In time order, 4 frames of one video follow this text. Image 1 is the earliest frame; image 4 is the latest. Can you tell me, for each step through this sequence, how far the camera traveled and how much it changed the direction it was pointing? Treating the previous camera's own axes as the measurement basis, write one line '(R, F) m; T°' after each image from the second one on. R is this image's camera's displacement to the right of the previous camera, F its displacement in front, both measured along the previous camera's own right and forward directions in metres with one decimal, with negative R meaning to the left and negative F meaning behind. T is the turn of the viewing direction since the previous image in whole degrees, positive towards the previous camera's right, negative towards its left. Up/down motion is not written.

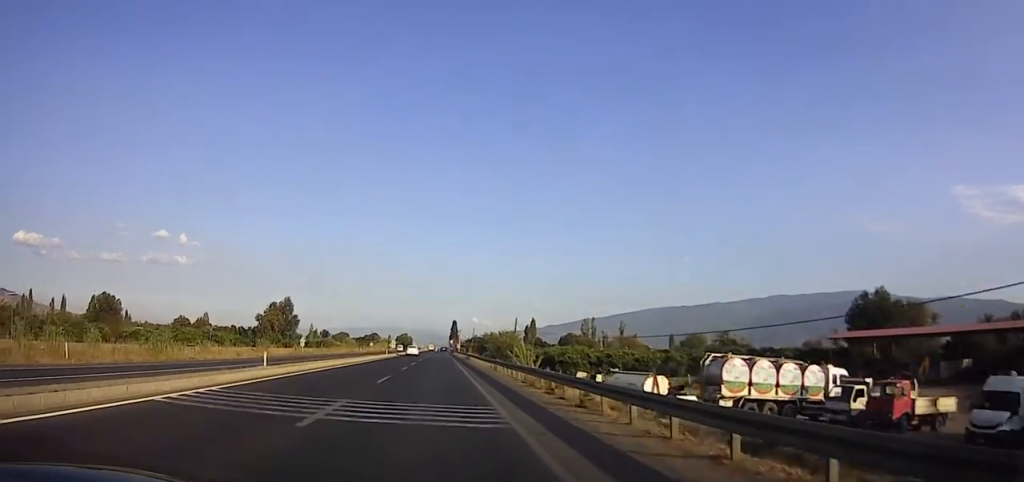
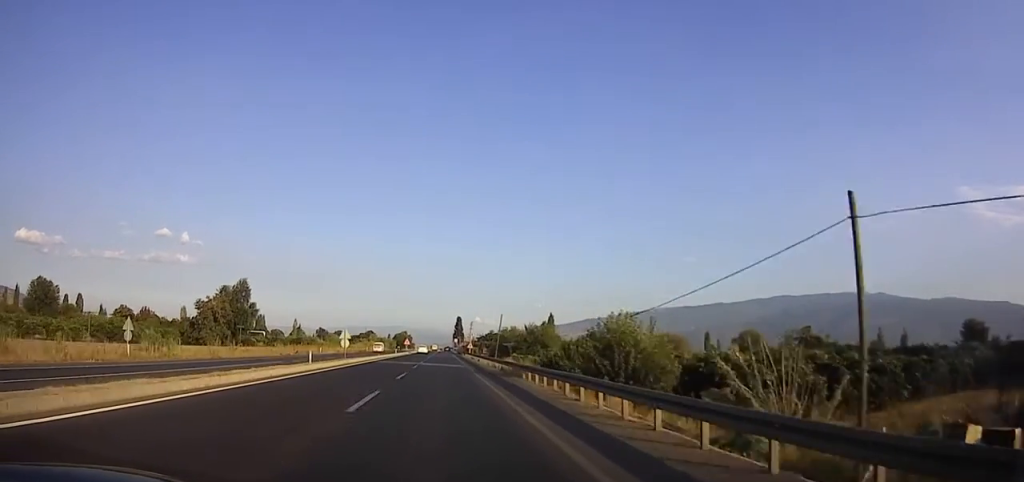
(0.0, +47.6) m; 0°
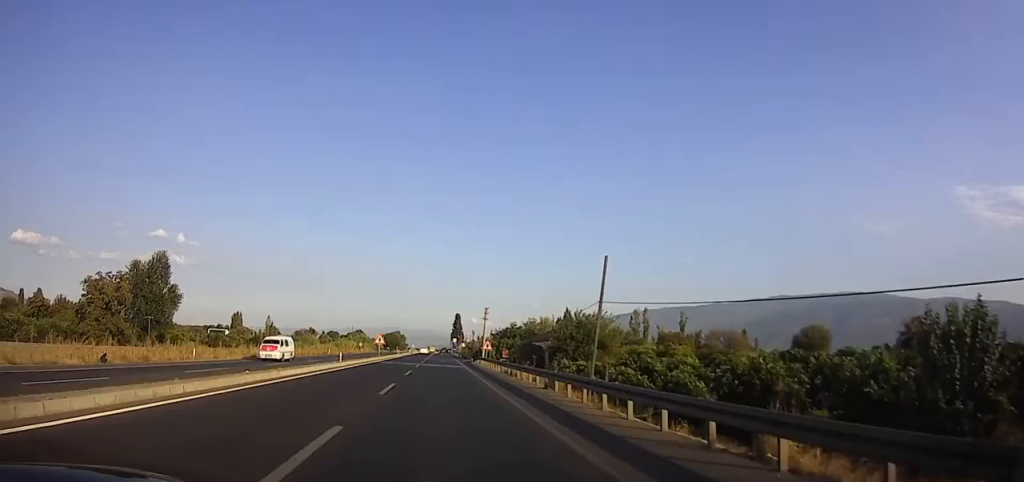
(0.0, +45.6) m; -1°
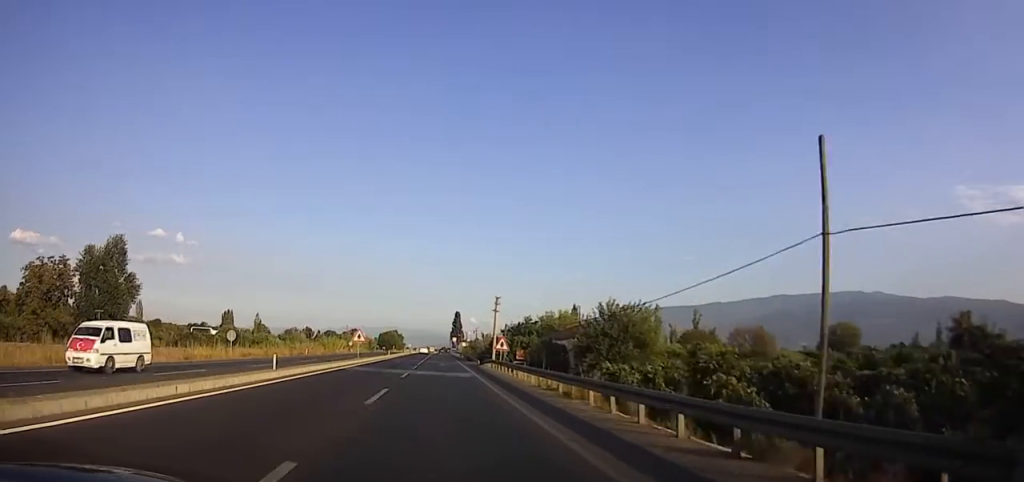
(-0.1, +15.6) m; 0°
